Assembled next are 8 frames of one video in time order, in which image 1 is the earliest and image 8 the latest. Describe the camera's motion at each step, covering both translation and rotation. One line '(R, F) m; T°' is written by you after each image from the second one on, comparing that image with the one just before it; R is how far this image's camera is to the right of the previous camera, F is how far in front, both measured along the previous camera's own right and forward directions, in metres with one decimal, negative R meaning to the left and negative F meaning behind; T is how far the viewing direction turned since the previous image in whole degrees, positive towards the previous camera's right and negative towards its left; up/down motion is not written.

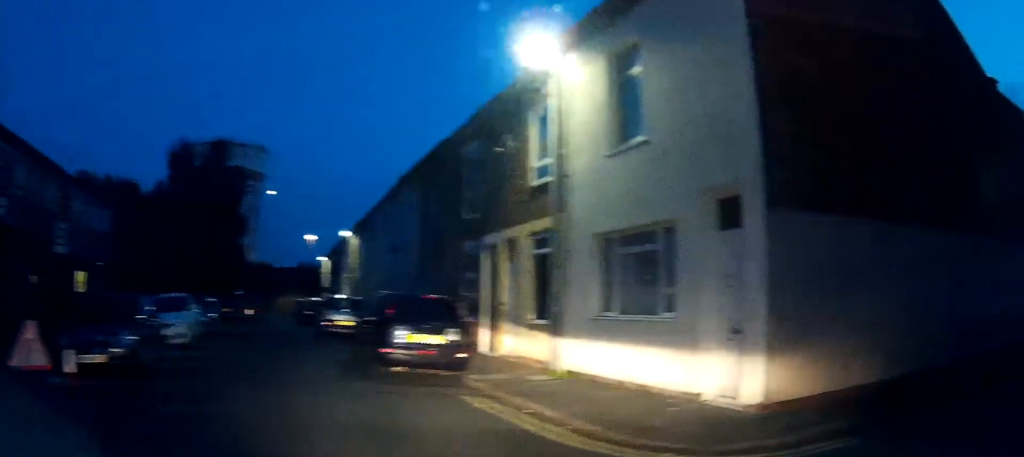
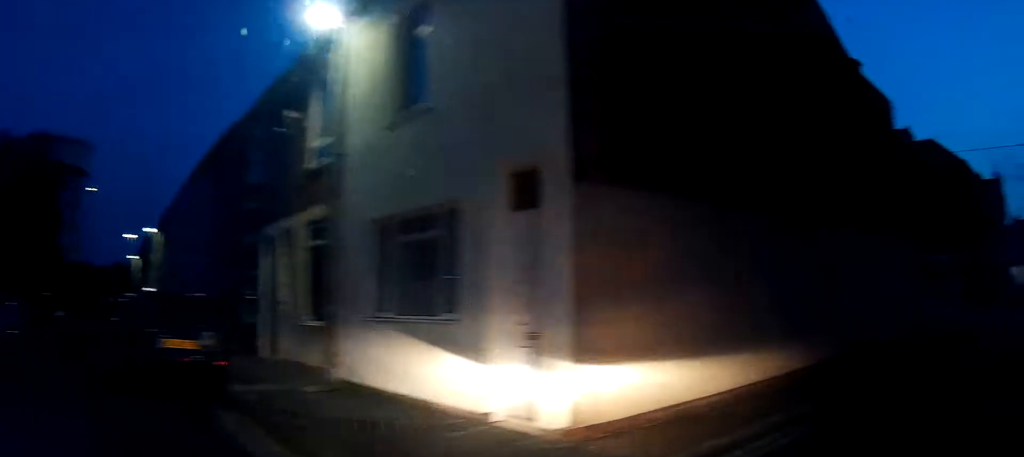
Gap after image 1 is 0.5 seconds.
(+0.1, +1.4) m; +32°
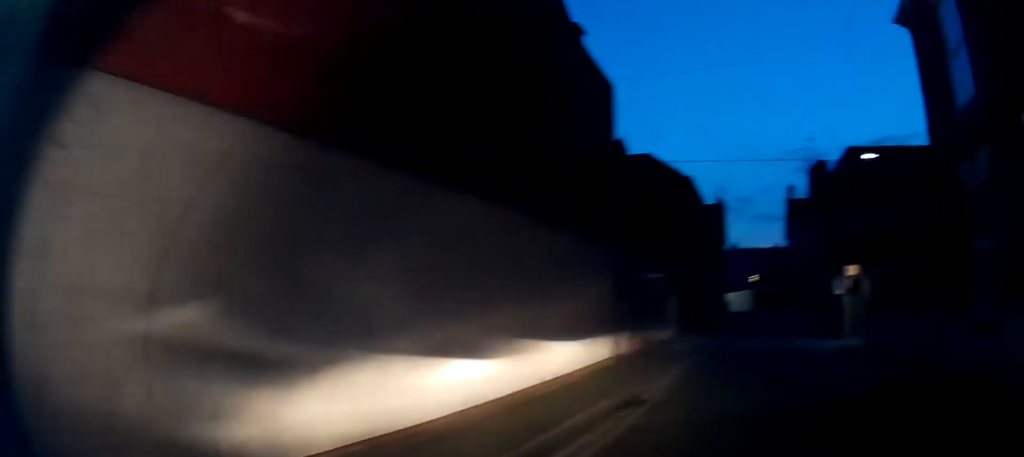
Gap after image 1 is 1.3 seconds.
(+1.1, +2.6) m; +14°
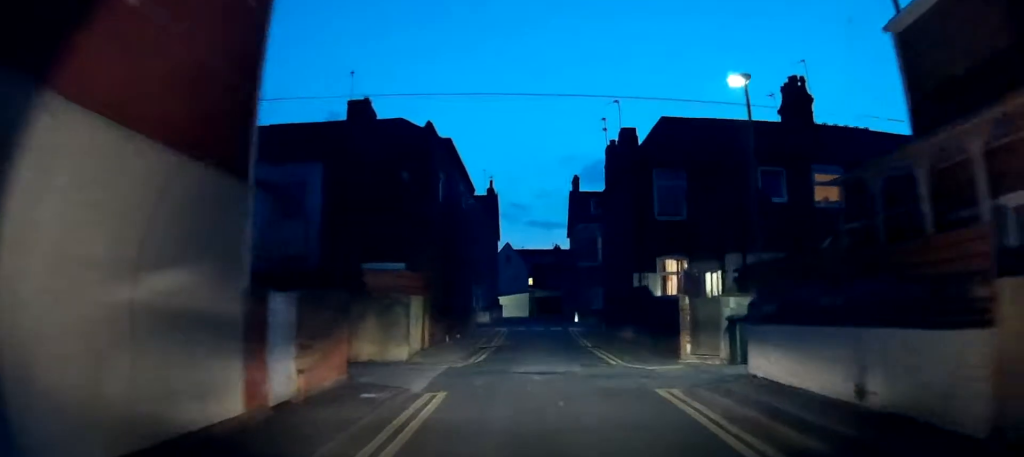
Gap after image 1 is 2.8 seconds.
(-0.3, +6.3) m; -6°
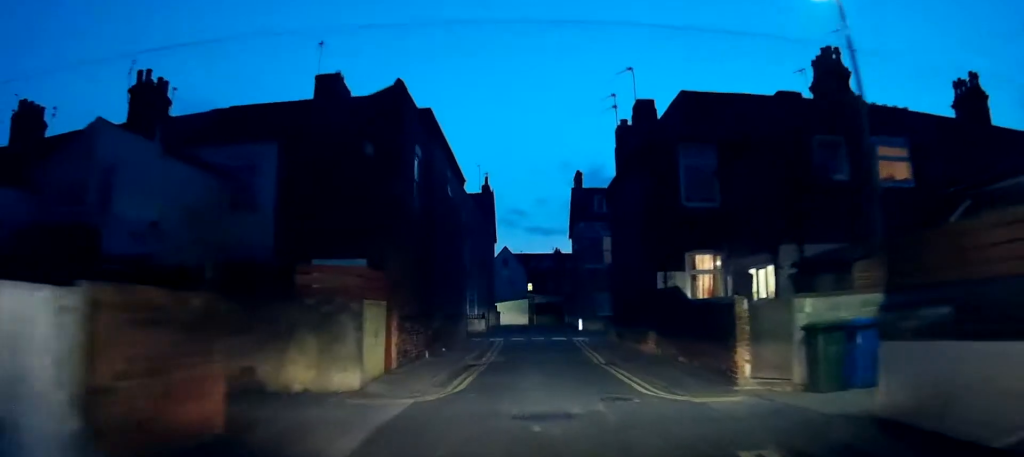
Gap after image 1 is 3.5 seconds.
(-0.1, +3.6) m; +5°
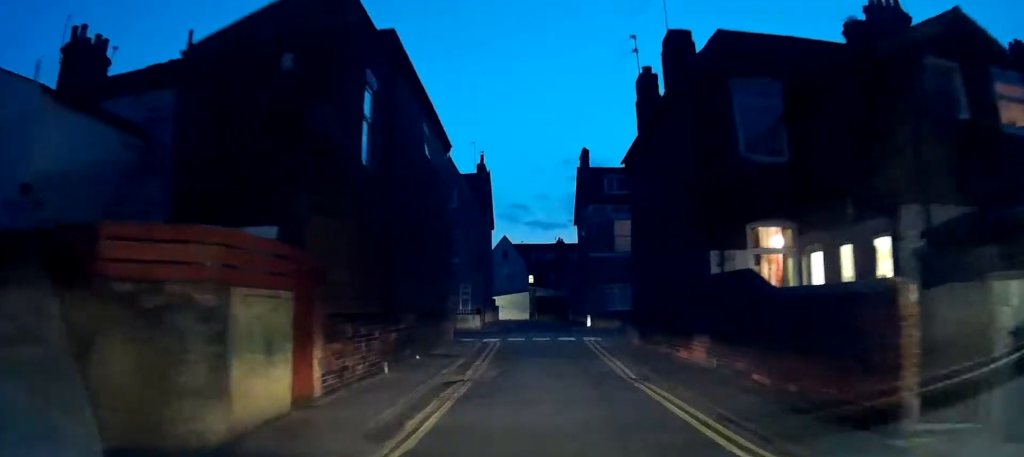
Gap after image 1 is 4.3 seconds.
(+0.4, +4.8) m; +6°
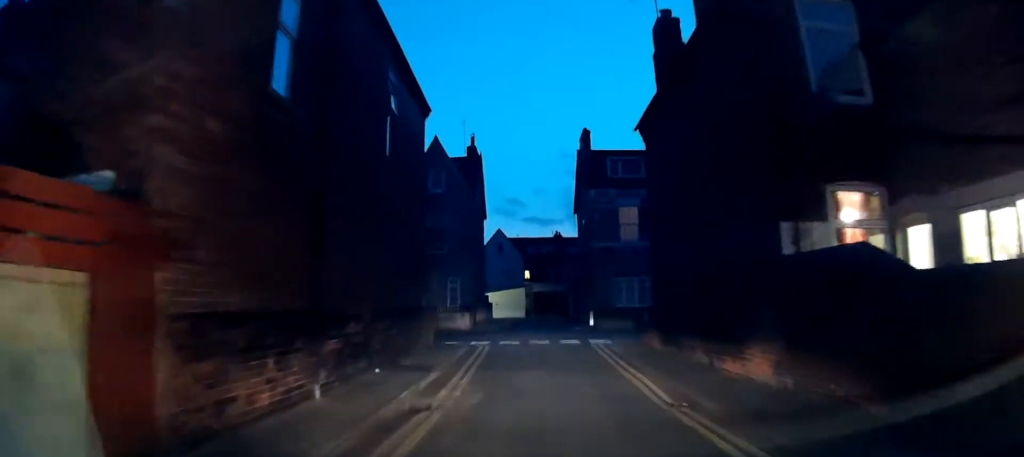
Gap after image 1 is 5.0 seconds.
(+0.2, +3.9) m; +2°
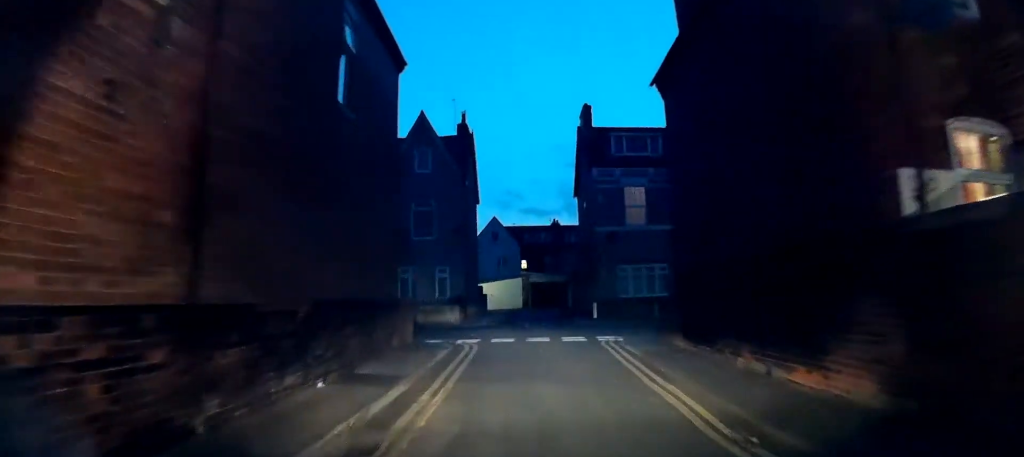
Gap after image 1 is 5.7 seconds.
(0.0, +3.5) m; 0°
